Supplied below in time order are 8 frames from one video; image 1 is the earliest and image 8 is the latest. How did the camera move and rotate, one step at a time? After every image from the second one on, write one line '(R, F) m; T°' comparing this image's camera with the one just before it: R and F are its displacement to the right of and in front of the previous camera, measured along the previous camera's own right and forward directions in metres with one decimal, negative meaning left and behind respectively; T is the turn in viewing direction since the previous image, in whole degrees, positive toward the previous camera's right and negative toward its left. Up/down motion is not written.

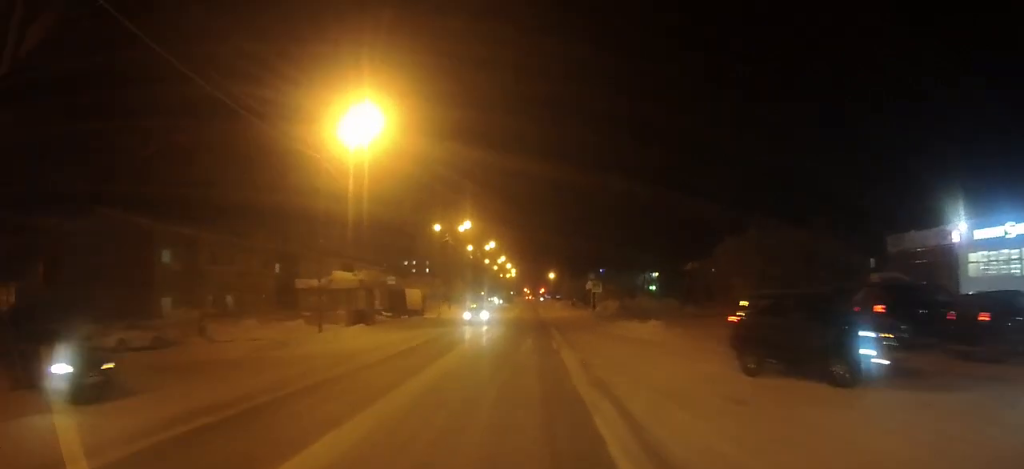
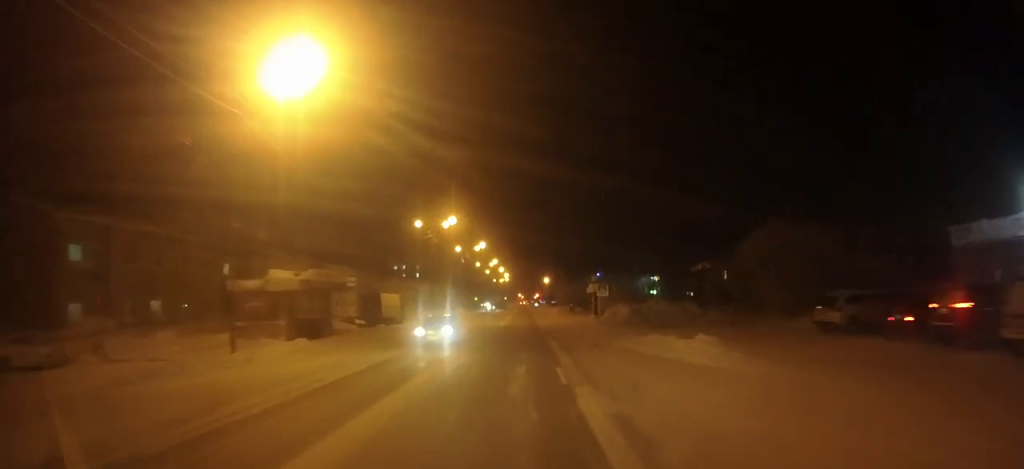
(0.0, +8.8) m; 0°
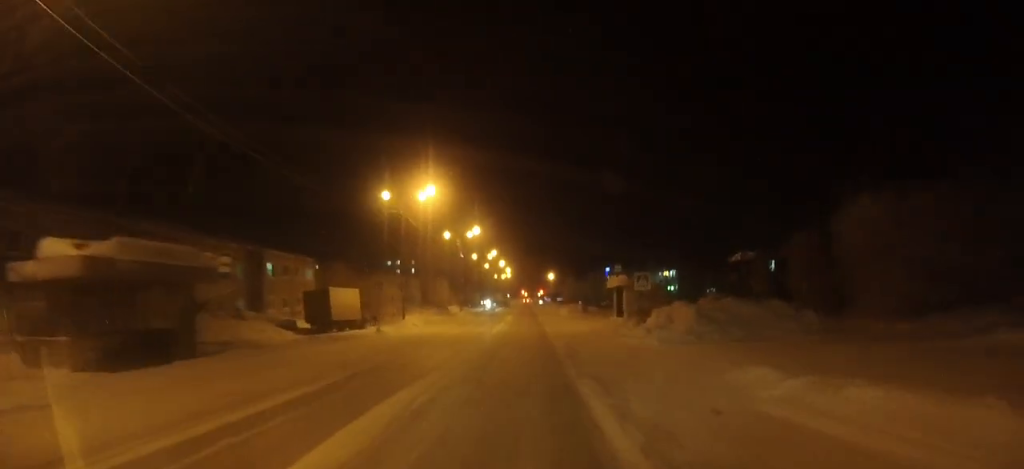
(0.0, +16.0) m; 0°
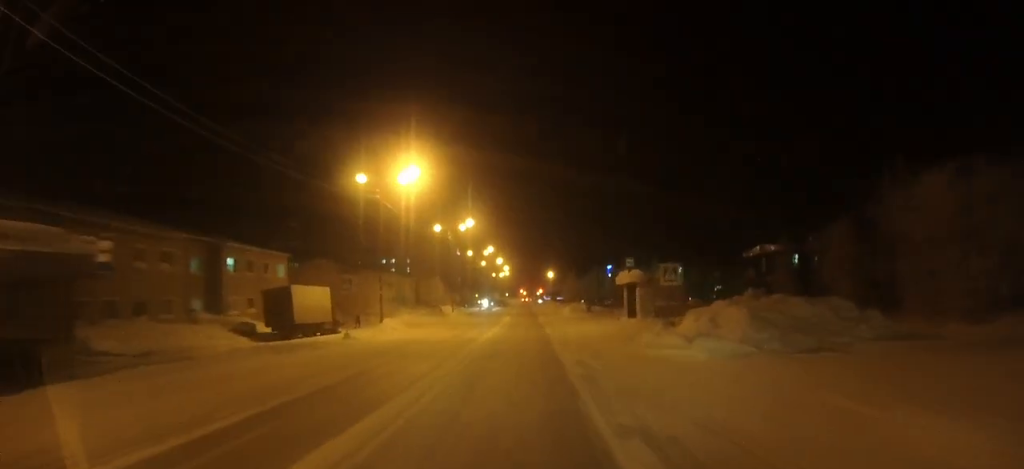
(0.0, +6.8) m; 0°
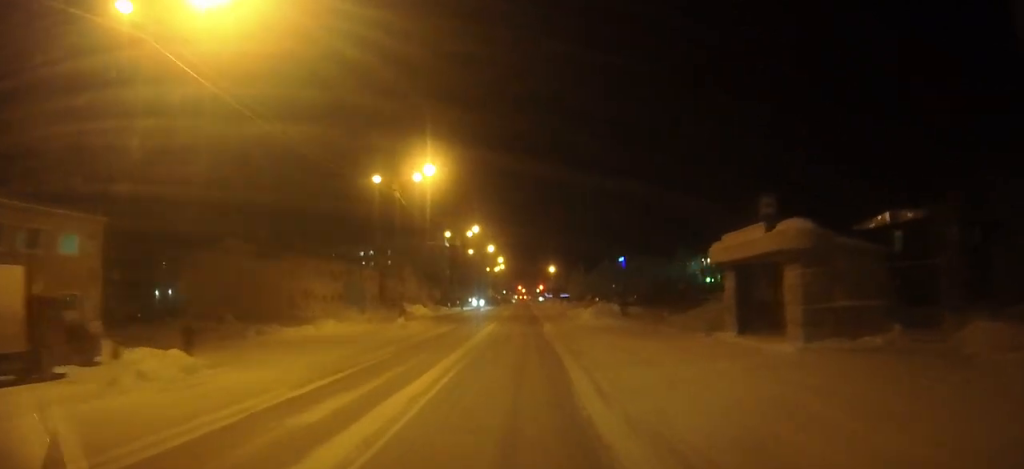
(+0.1, +27.3) m; 0°
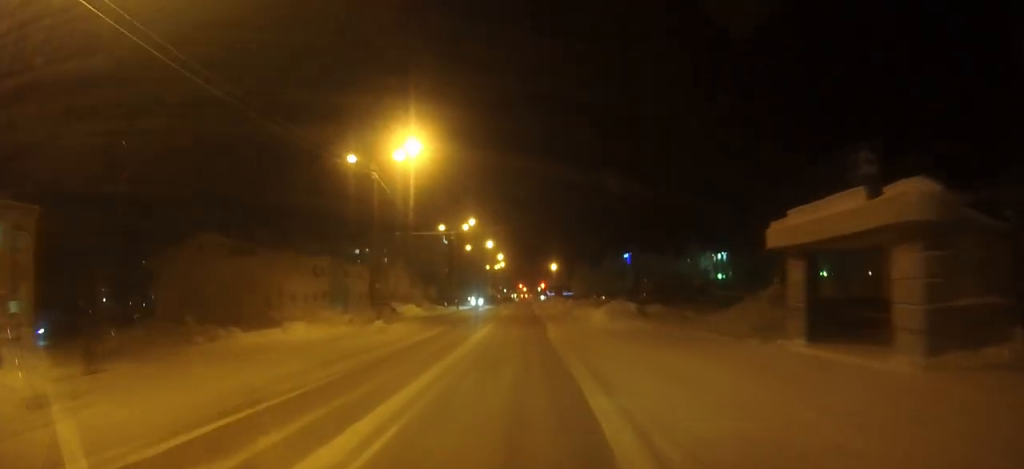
(0.0, +6.2) m; 0°
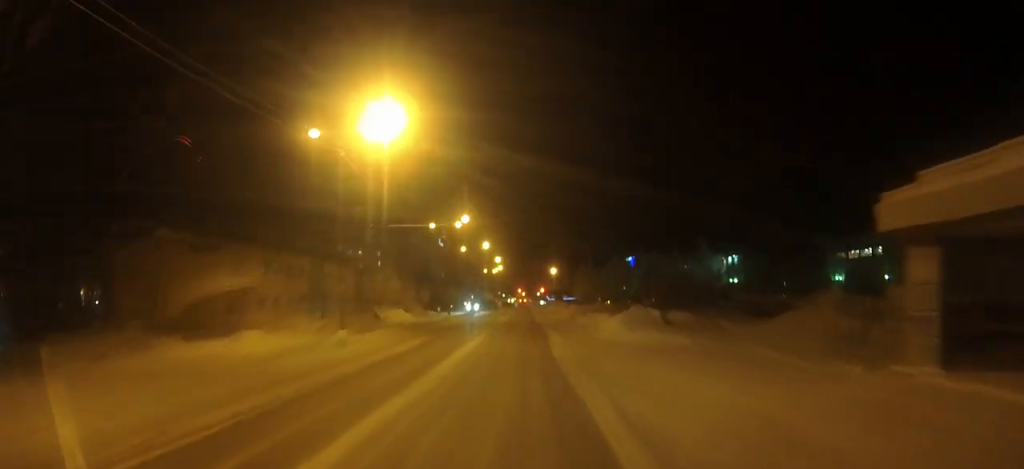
(0.0, +6.7) m; 0°
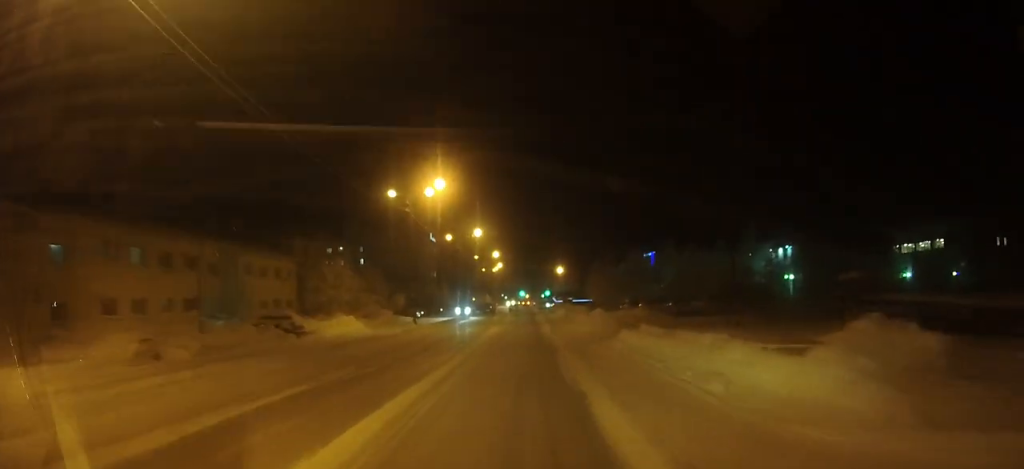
(0.0, +21.1) m; 0°
